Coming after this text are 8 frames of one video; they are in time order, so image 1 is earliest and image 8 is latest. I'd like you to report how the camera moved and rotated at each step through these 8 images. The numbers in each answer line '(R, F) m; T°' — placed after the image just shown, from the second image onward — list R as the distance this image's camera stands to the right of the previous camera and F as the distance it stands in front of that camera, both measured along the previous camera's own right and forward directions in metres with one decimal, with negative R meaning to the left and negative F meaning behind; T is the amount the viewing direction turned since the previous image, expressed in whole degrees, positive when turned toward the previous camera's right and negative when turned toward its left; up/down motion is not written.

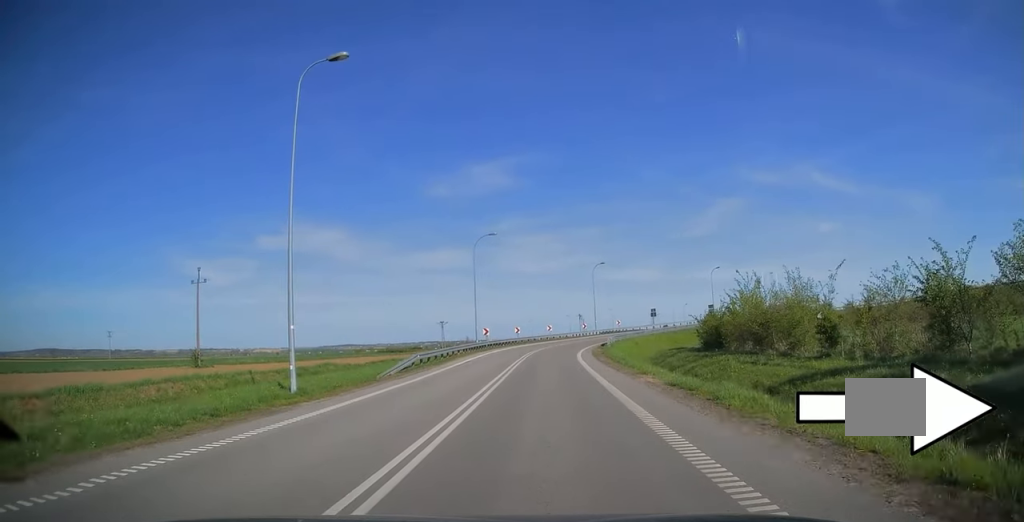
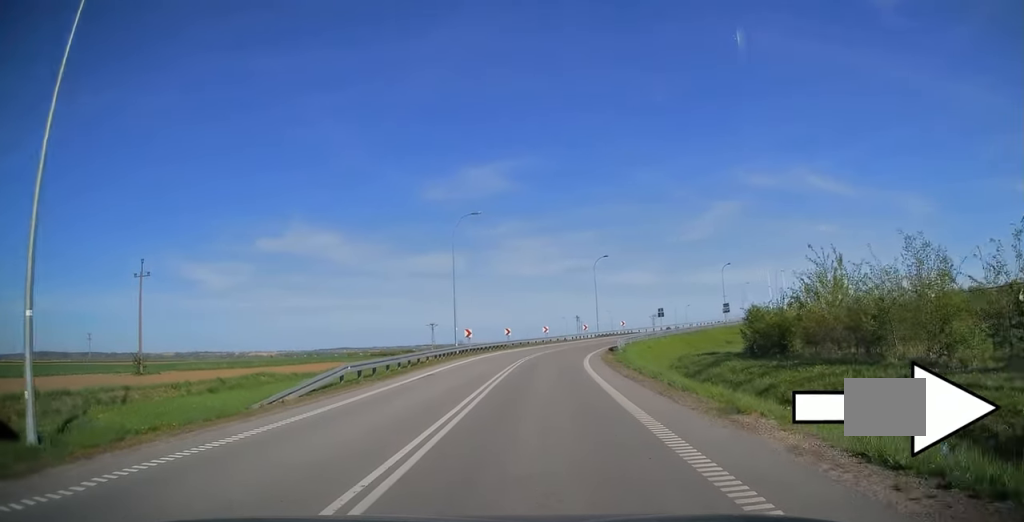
(+0.1, +10.1) m; 0°
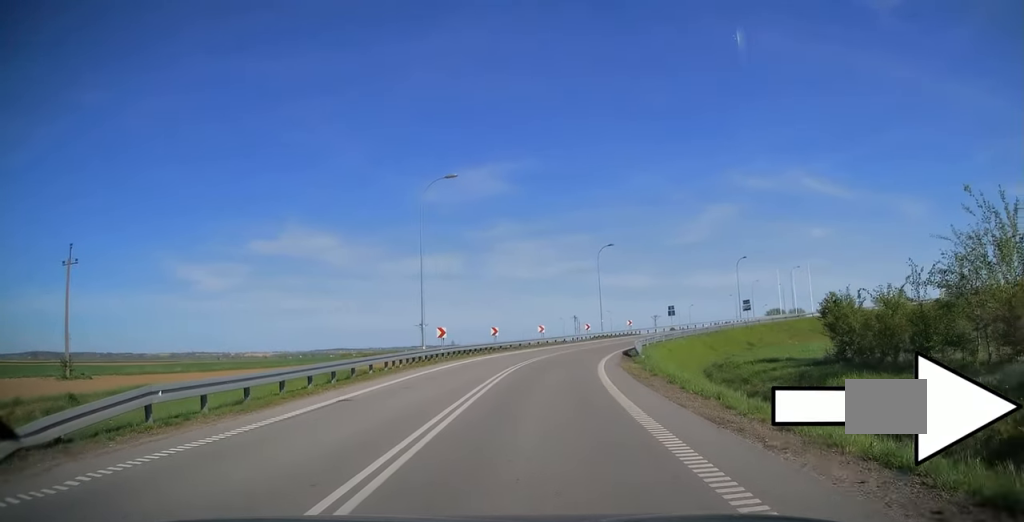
(+0.1, +10.3) m; 0°
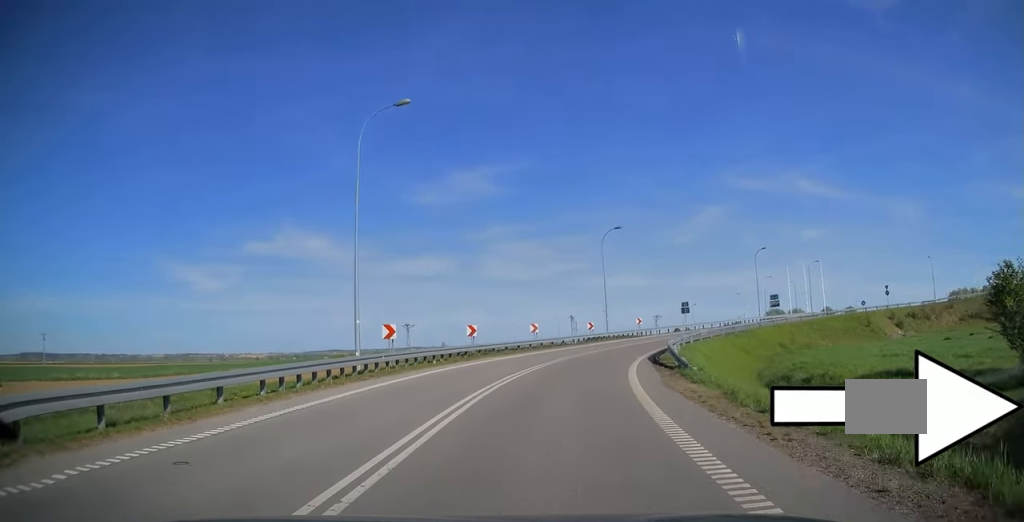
(-0.1, +11.0) m; +1°
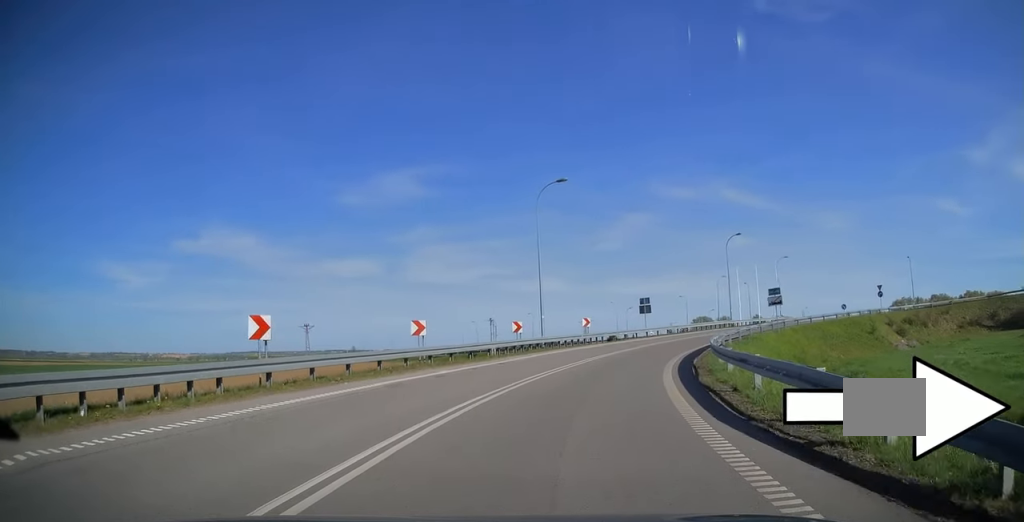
(+0.8, +19.2) m; +7°
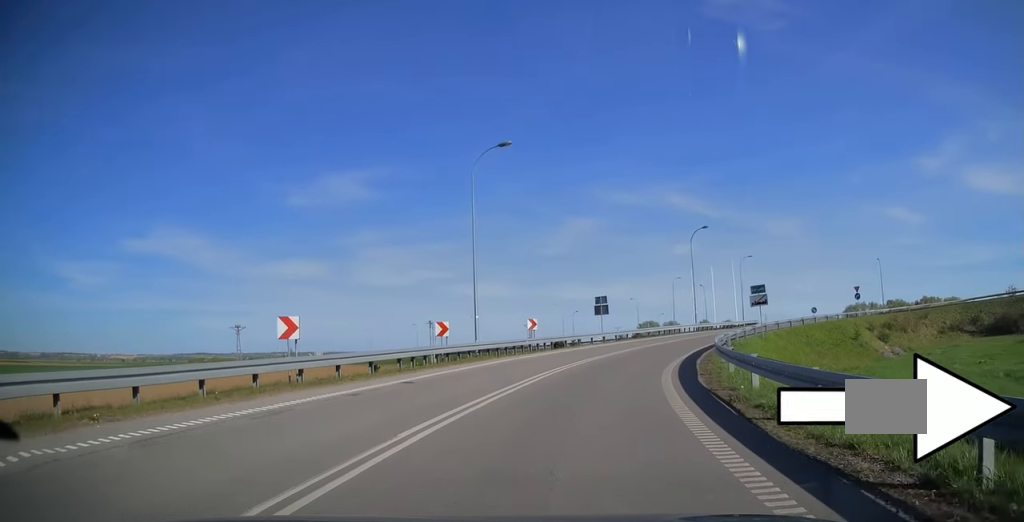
(-0.1, +8.1) m; +4°
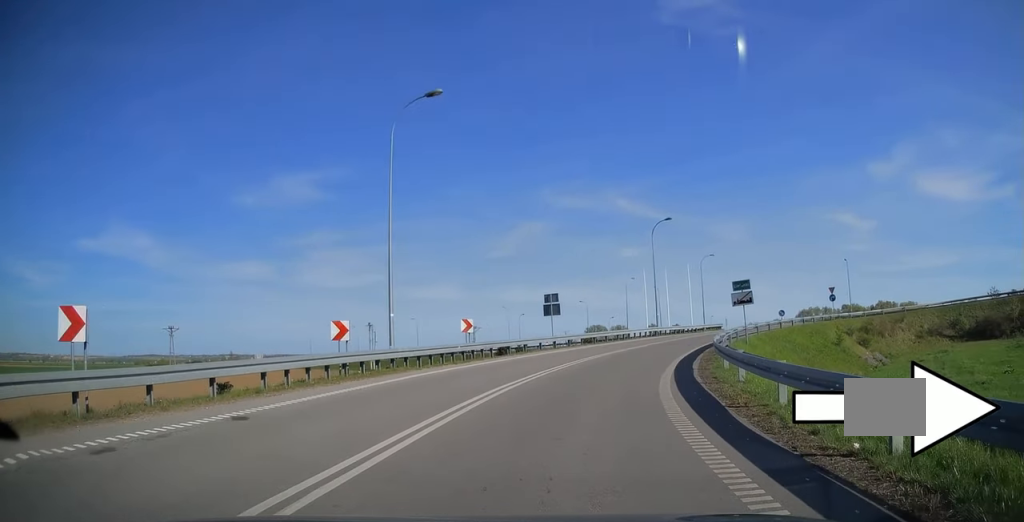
(+0.6, +6.9) m; +5°
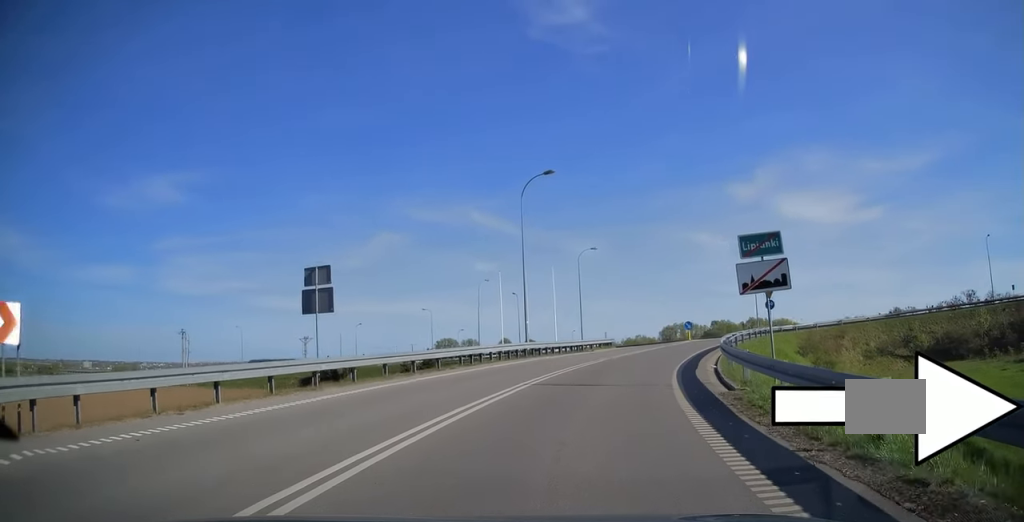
(+2.7, +20.3) m; +15°
